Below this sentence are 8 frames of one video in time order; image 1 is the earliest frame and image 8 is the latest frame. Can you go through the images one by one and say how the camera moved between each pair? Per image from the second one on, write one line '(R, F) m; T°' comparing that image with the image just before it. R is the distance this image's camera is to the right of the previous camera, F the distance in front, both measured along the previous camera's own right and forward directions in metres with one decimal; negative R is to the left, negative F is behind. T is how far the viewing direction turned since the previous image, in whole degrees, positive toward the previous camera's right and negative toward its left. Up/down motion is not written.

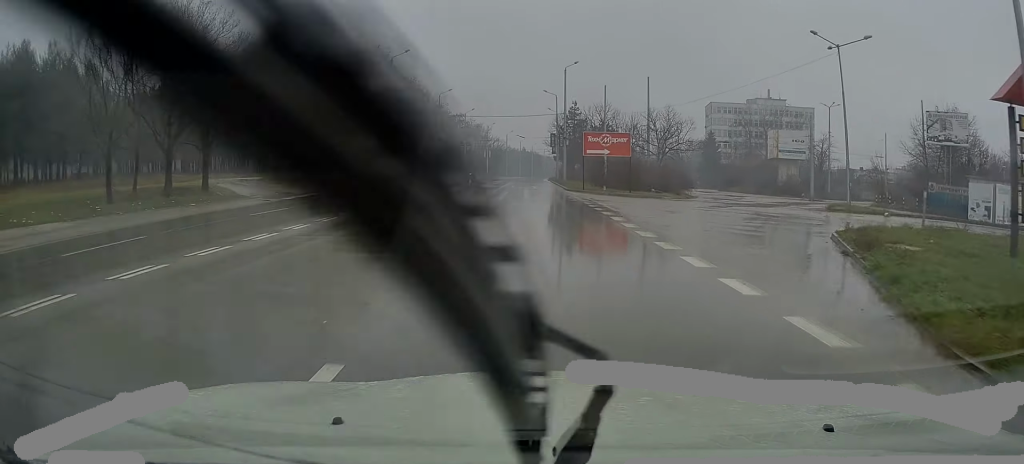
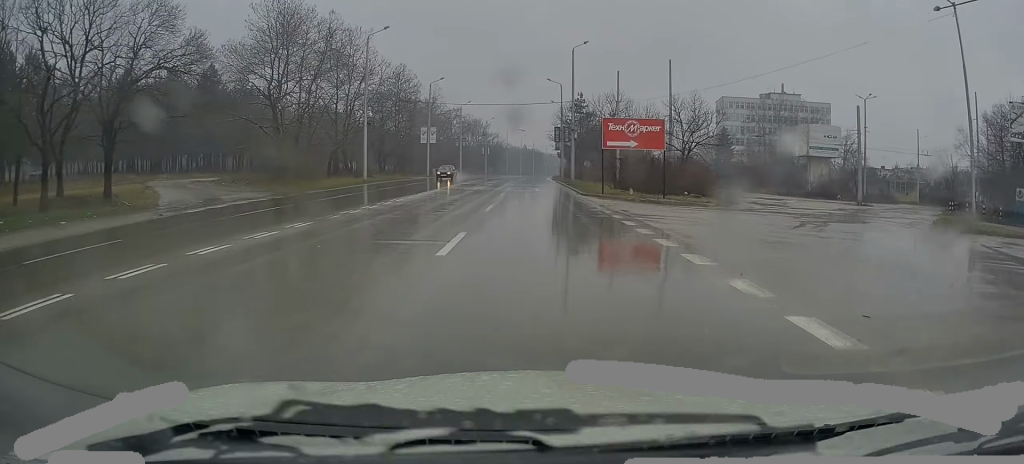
(0.0, +10.2) m; -1°
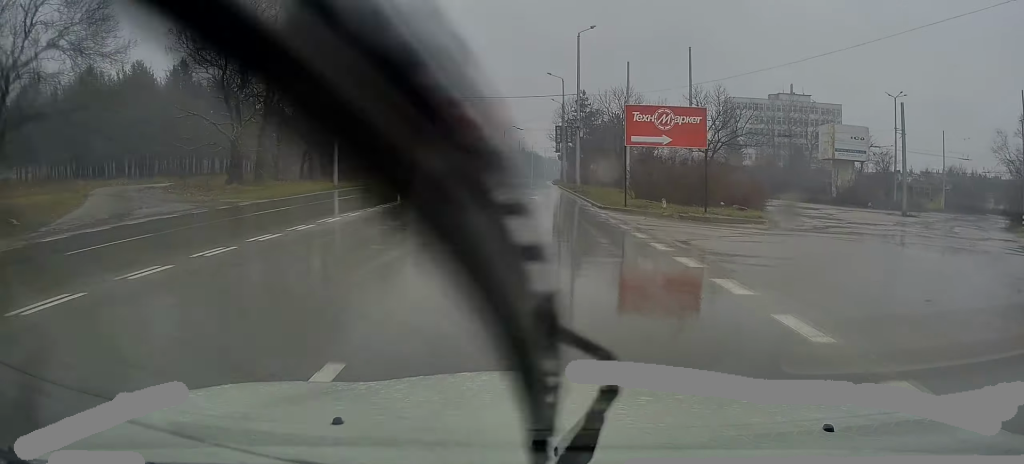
(-0.2, +7.8) m; 0°
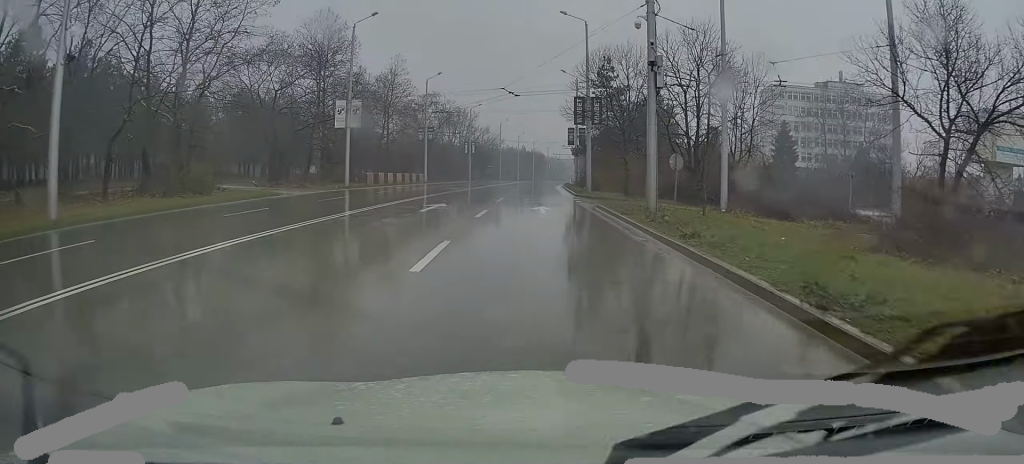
(-0.1, +29.2) m; 0°
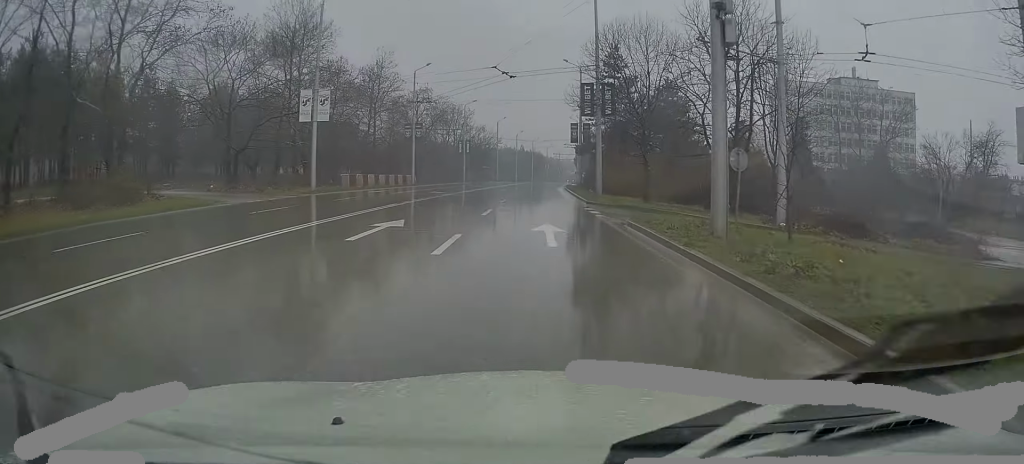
(+0.2, +7.3) m; 0°
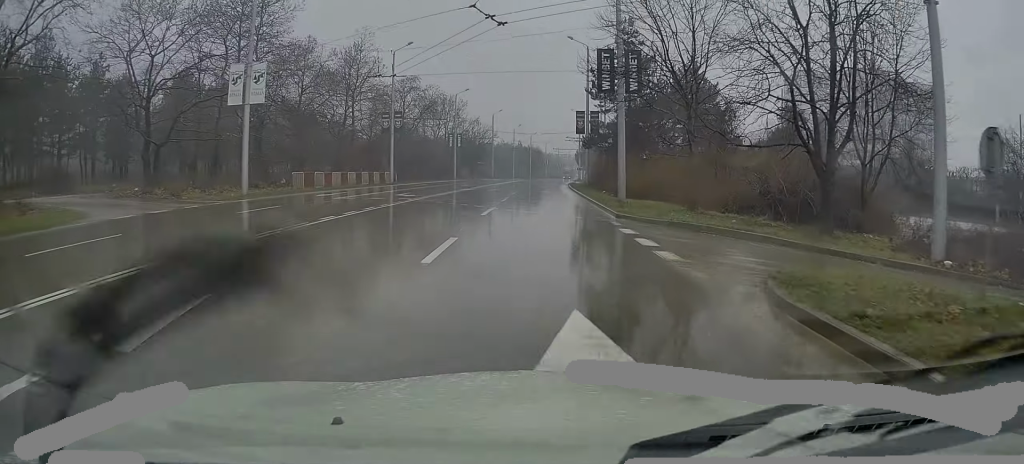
(+0.1, +9.8) m; 0°
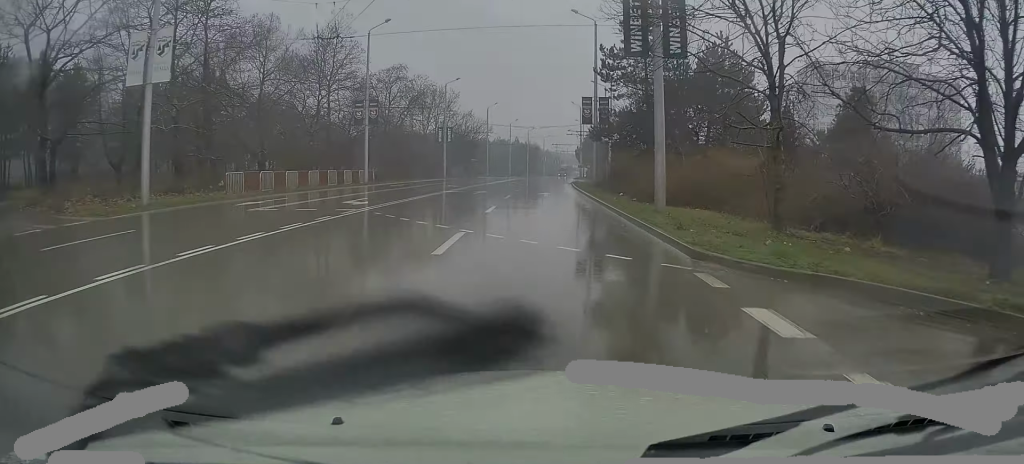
(-0.1, +8.5) m; -1°
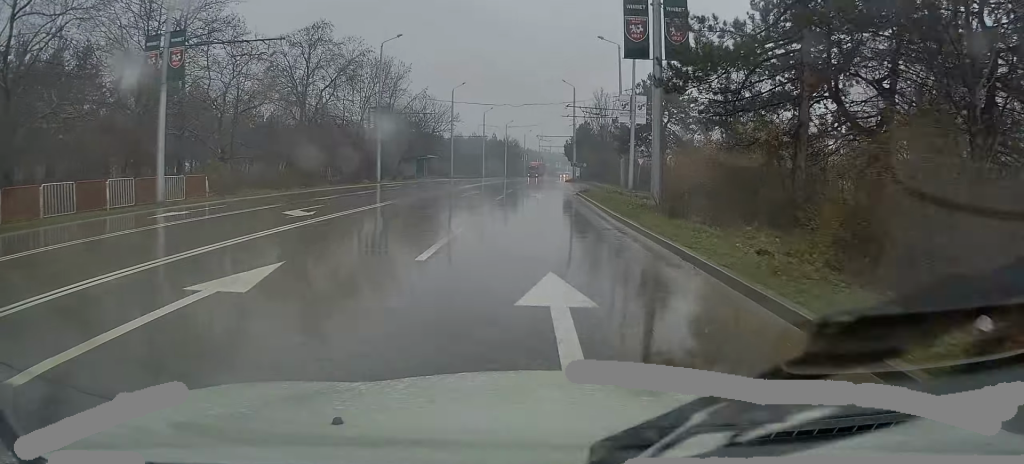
(+0.8, +26.9) m; +4°
